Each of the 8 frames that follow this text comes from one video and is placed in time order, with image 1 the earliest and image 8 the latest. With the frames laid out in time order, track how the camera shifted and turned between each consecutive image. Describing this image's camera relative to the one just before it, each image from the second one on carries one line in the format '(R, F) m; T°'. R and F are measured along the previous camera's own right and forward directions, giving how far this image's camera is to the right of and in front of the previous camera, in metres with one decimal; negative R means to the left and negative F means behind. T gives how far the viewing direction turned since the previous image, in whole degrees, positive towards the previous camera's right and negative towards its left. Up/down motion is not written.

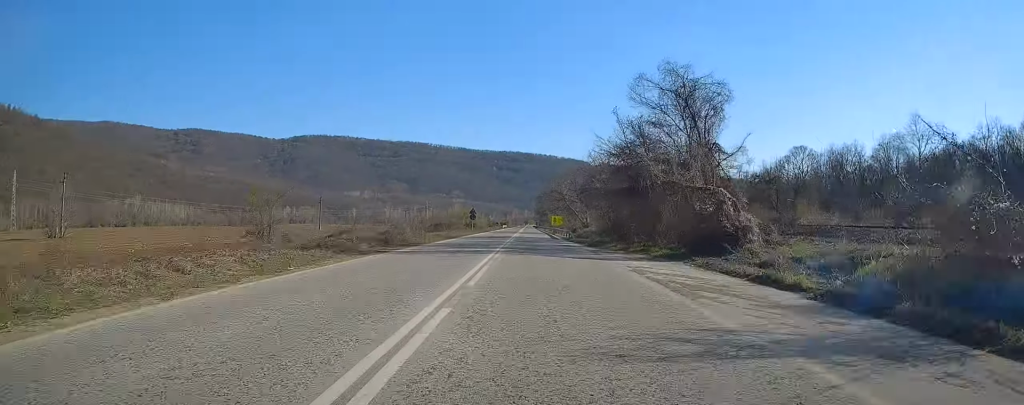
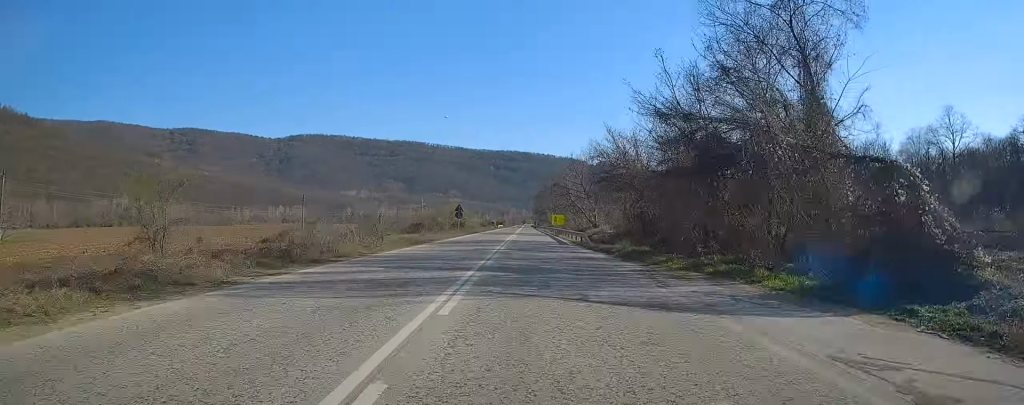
(0.0, +12.5) m; 0°
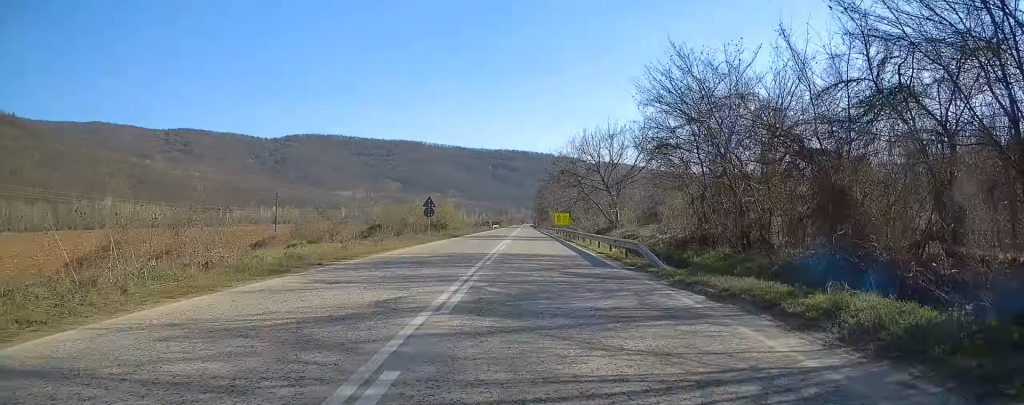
(0.0, +17.6) m; 0°
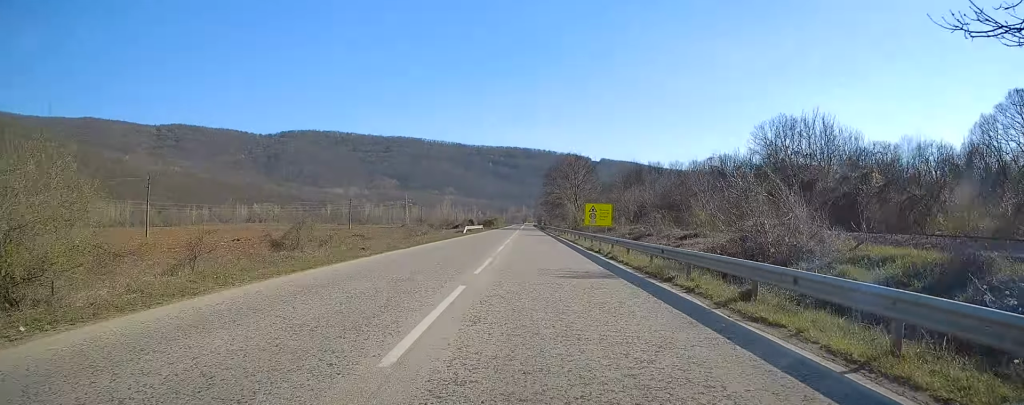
(0.0, +55.4) m; 0°
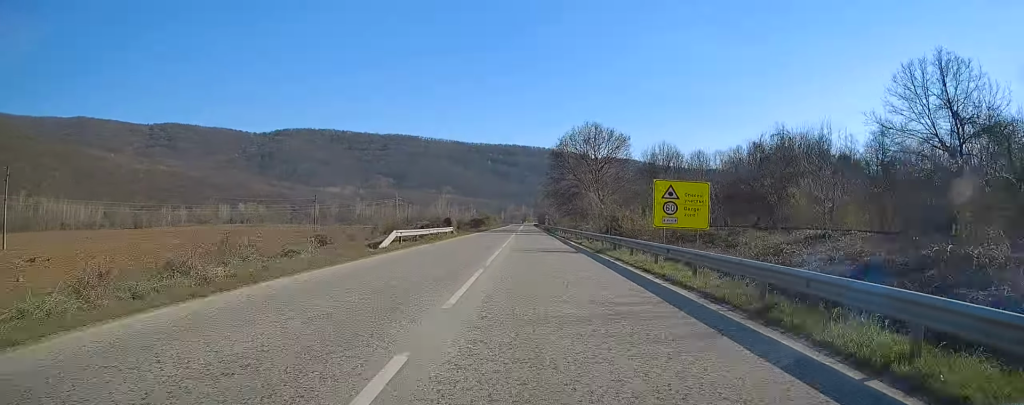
(+0.1, +32.2) m; 0°
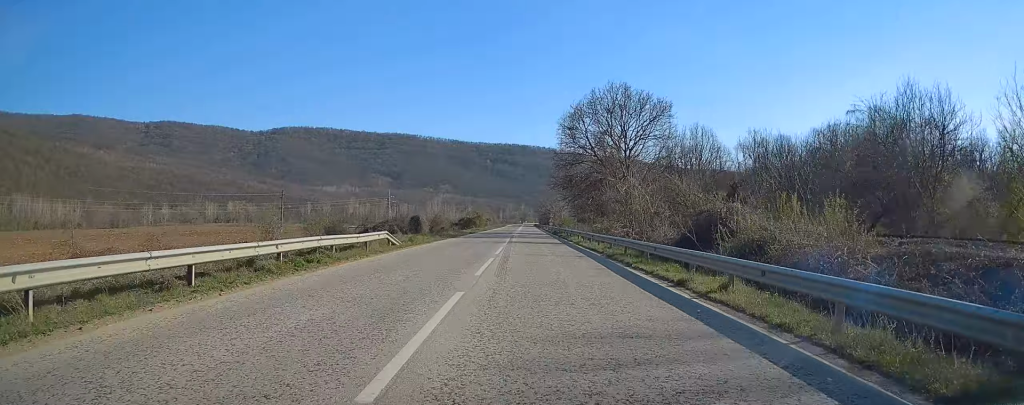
(0.0, +22.3) m; 0°
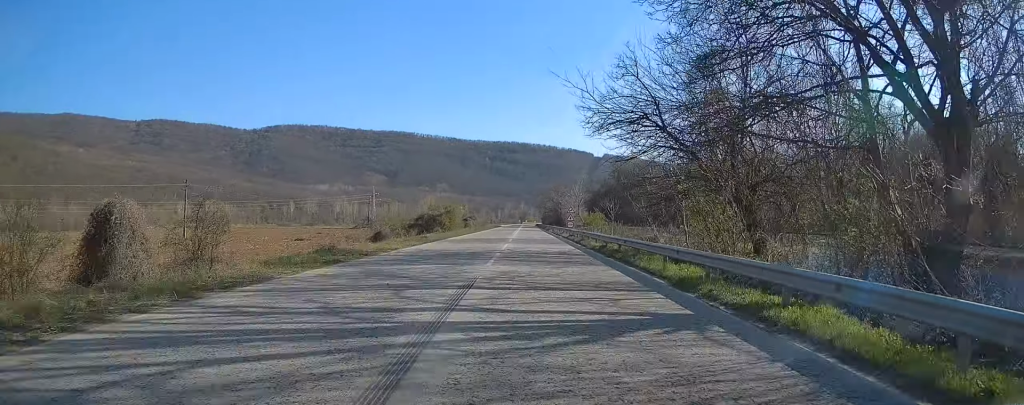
(0.0, +42.0) m; 0°
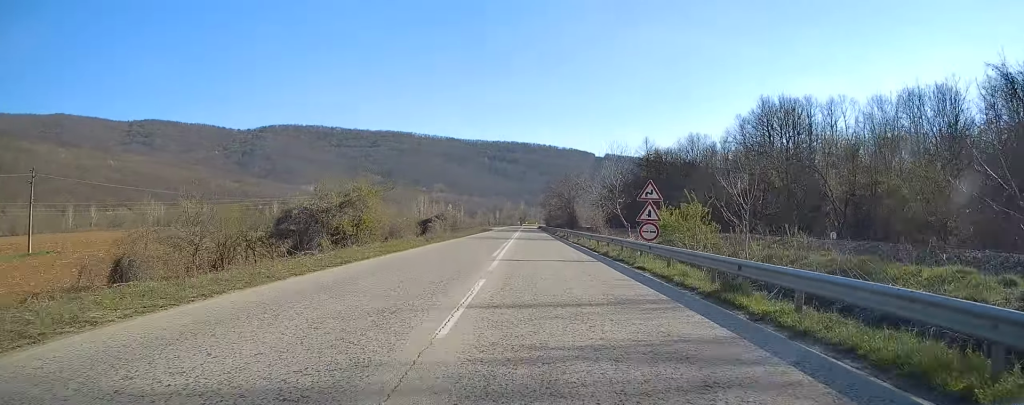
(-0.1, +36.2) m; 0°
